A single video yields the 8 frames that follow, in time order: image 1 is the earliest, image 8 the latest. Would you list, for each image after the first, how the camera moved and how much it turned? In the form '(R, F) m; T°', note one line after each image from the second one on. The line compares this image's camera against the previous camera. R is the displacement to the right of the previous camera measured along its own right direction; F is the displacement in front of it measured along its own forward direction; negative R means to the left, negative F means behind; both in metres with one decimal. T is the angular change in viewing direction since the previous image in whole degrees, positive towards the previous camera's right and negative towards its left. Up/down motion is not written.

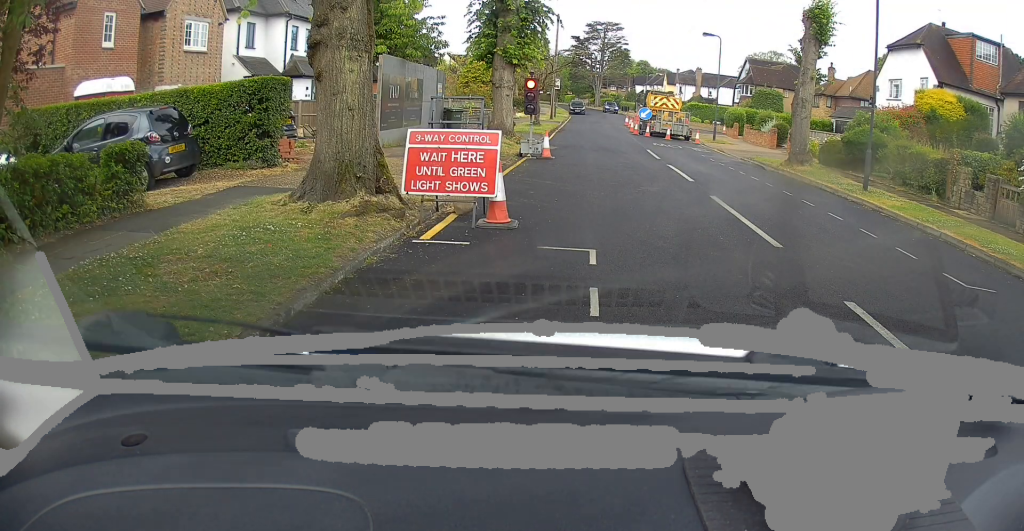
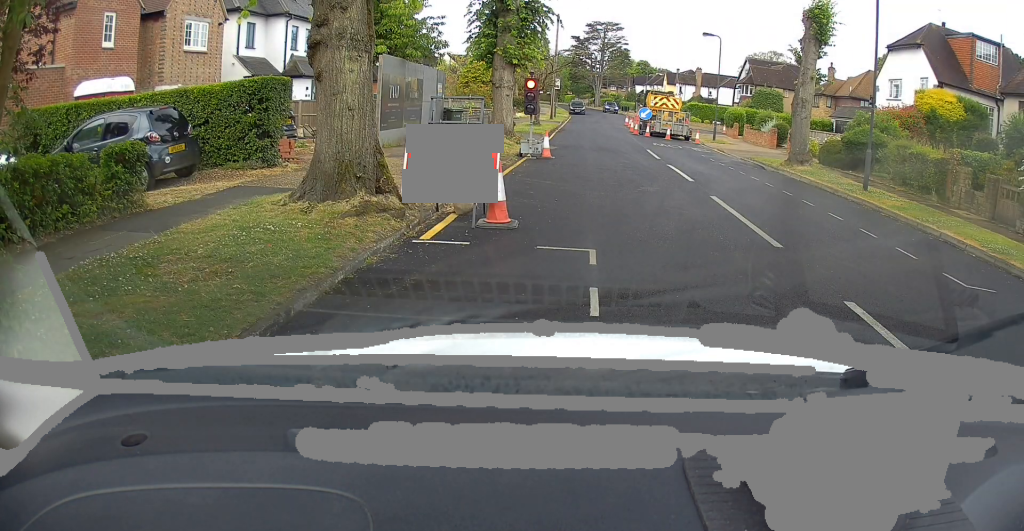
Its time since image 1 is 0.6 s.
(0.0, 0.0) m; 0°
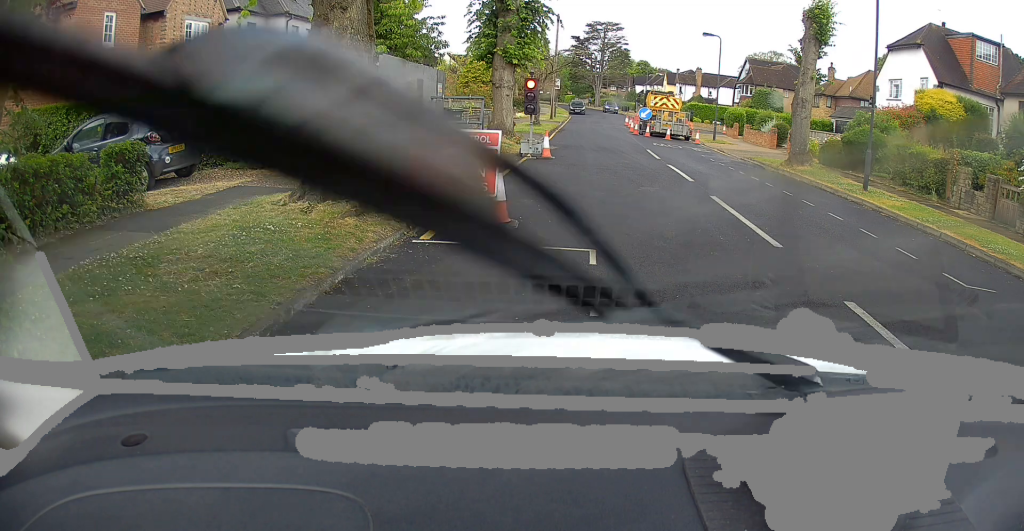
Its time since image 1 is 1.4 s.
(0.0, 0.0) m; 0°
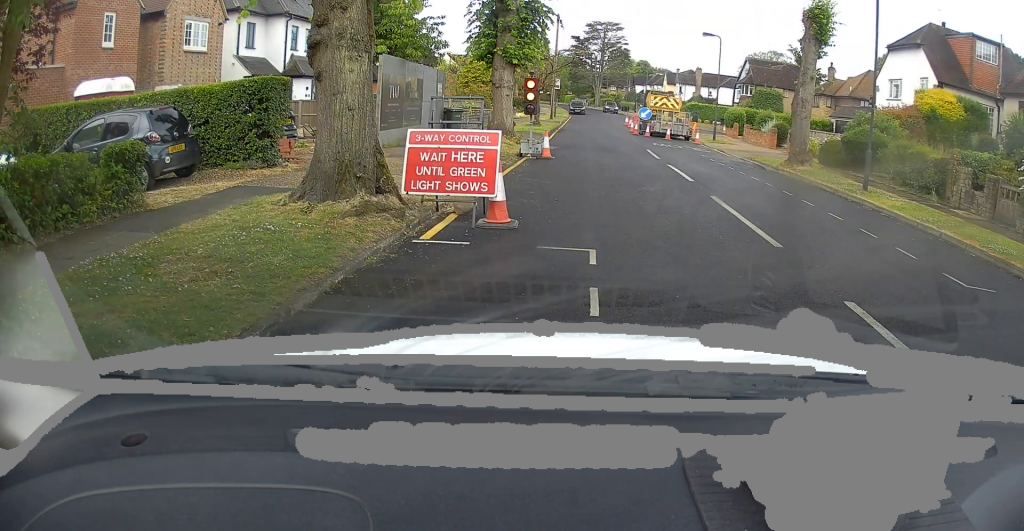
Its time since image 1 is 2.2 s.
(0.0, 0.0) m; 0°
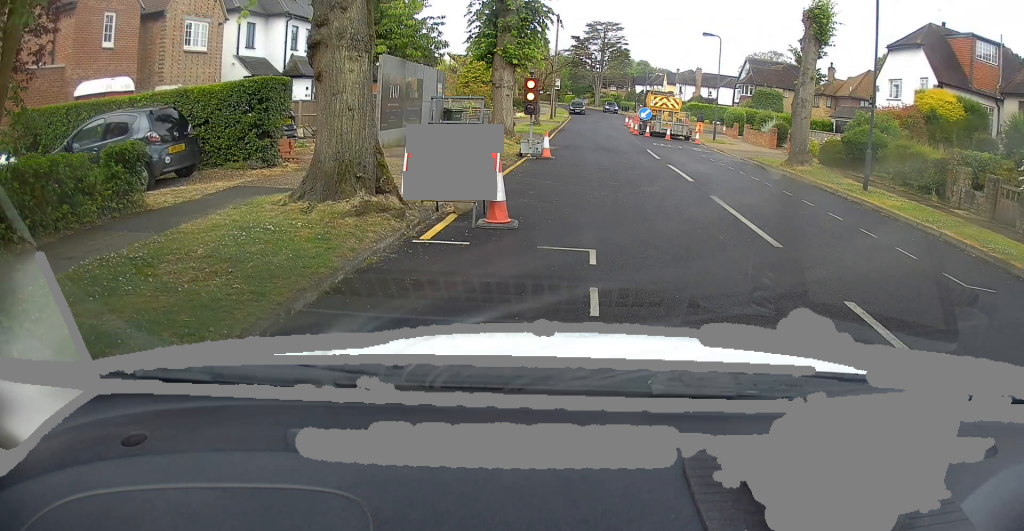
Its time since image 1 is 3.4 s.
(0.0, 0.0) m; 0°
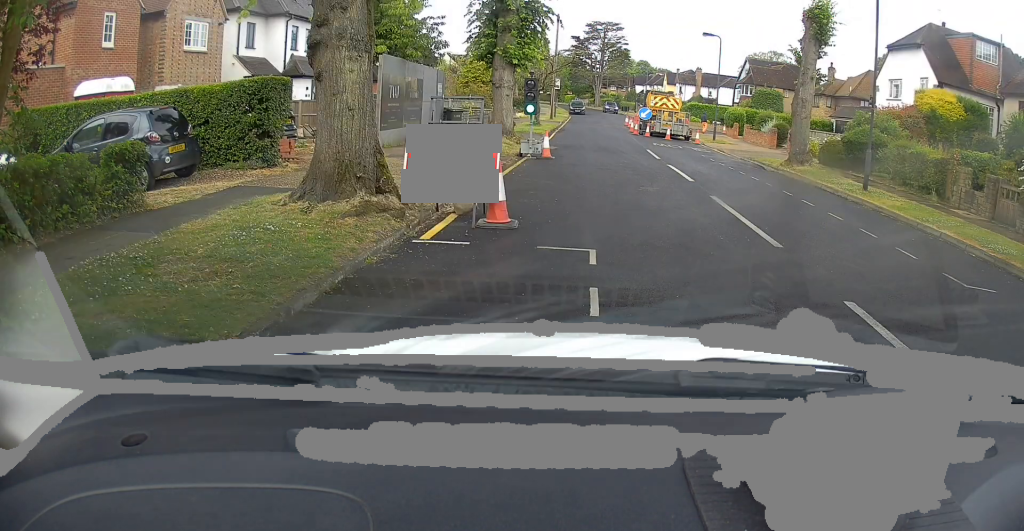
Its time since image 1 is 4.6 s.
(0.0, 0.0) m; 0°
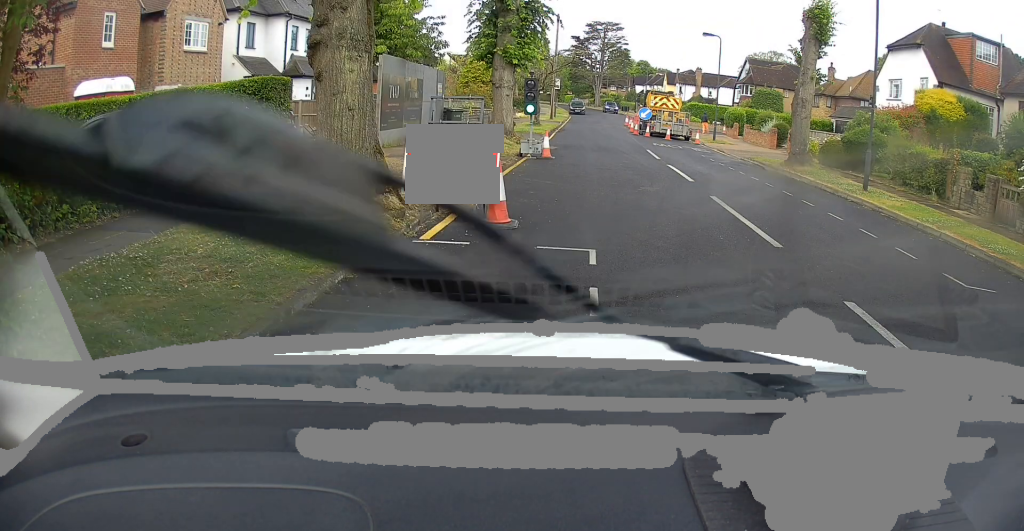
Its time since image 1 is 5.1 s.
(0.0, 0.0) m; 0°
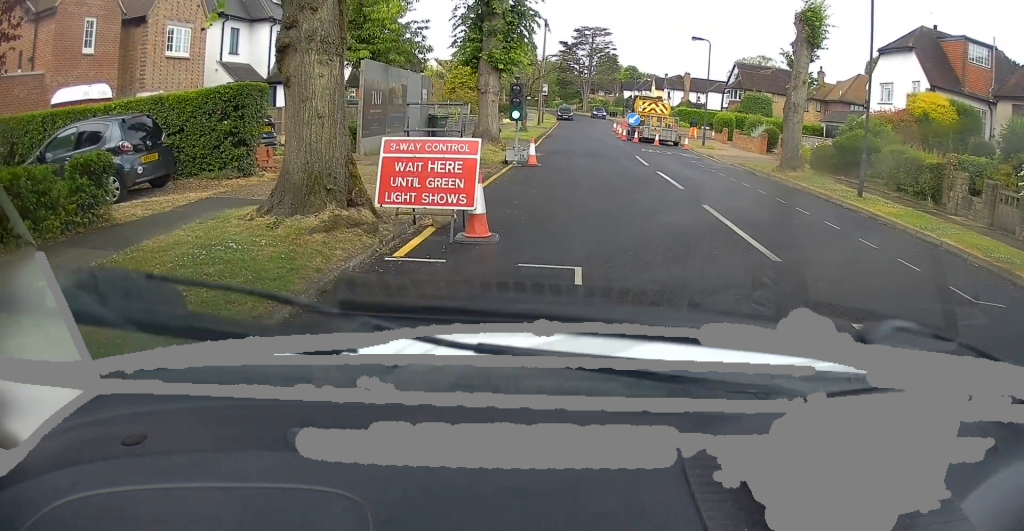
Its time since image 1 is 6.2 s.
(0.0, +0.5) m; 0°
